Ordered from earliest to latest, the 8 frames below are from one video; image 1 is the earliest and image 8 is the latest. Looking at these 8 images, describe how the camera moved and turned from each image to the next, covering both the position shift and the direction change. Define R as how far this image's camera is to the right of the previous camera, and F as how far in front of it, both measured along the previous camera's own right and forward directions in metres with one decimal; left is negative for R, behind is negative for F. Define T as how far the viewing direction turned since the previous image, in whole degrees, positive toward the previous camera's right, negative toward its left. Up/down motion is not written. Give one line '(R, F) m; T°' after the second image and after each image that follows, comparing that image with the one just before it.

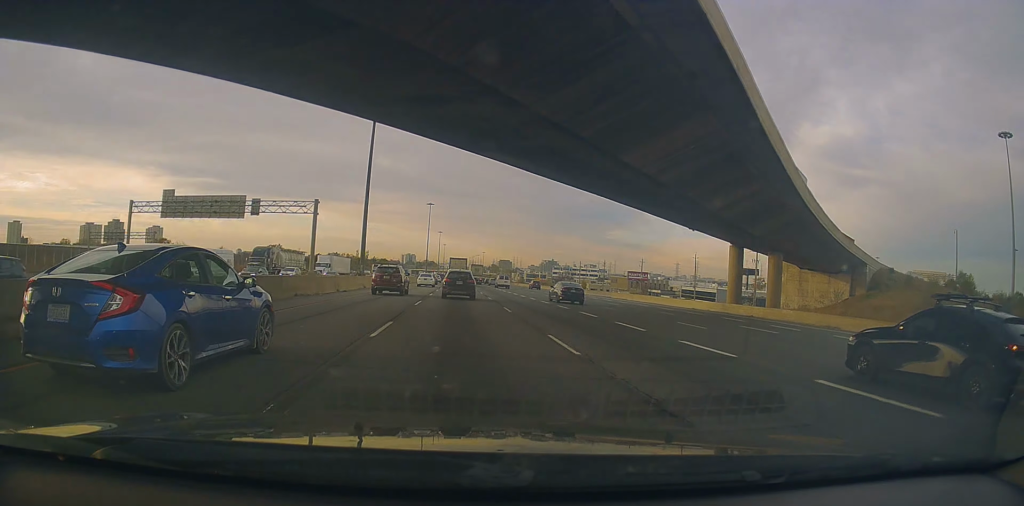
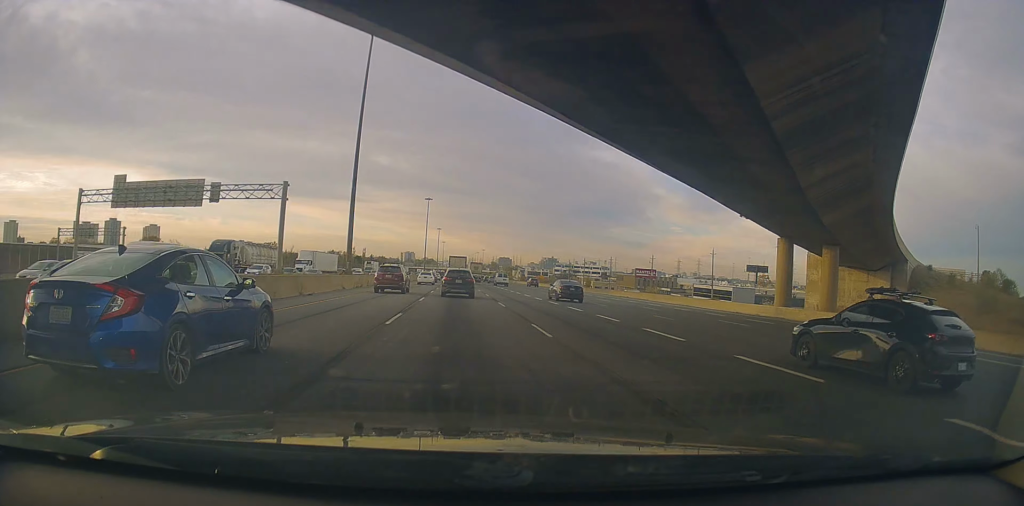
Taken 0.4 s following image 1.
(+0.1, +9.3) m; 0°
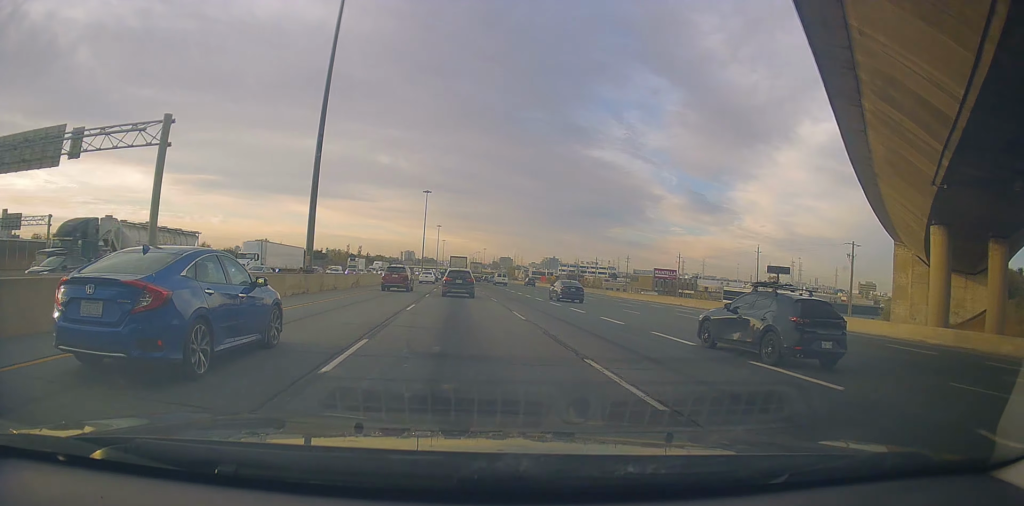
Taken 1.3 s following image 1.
(-0.2, +18.7) m; -1°
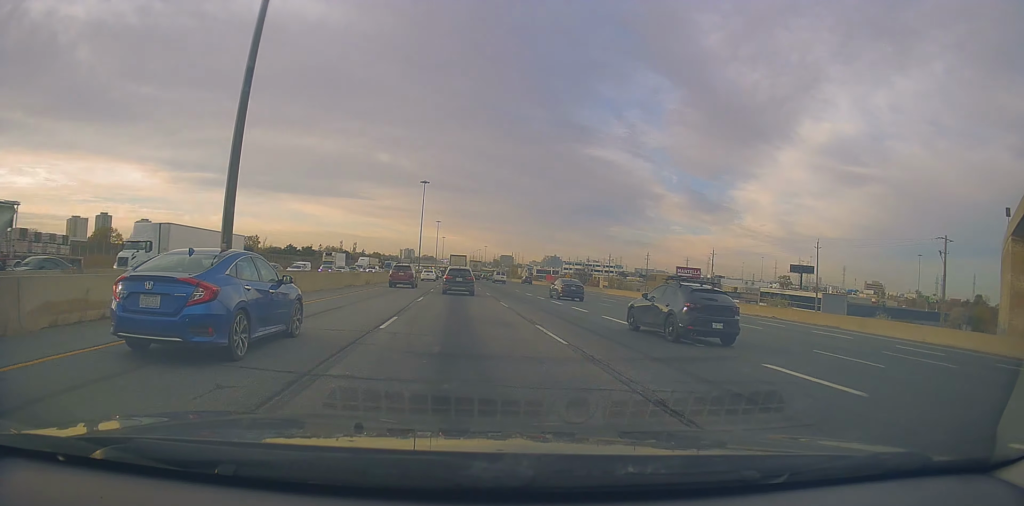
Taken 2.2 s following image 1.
(-0.1, +18.6) m; 0°
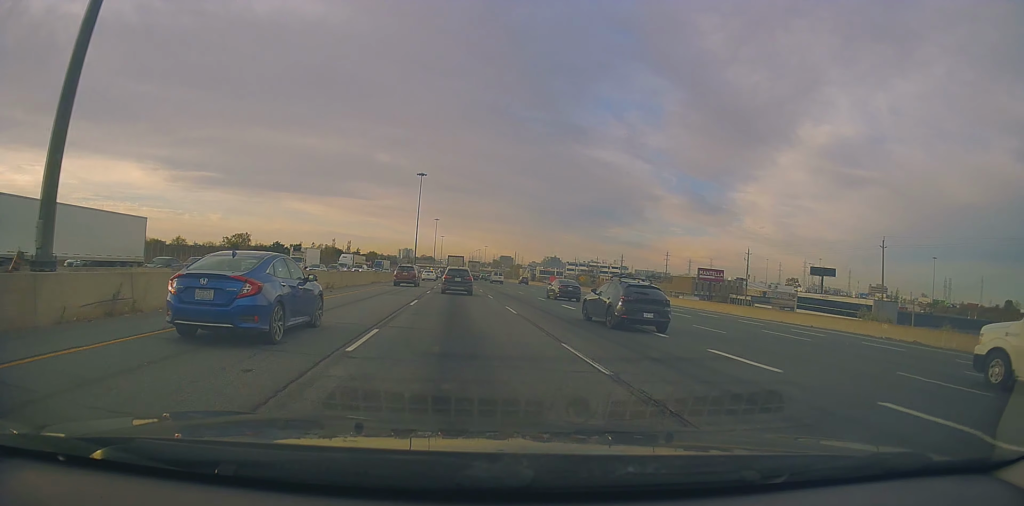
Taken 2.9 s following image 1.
(0.0, +15.2) m; 0°
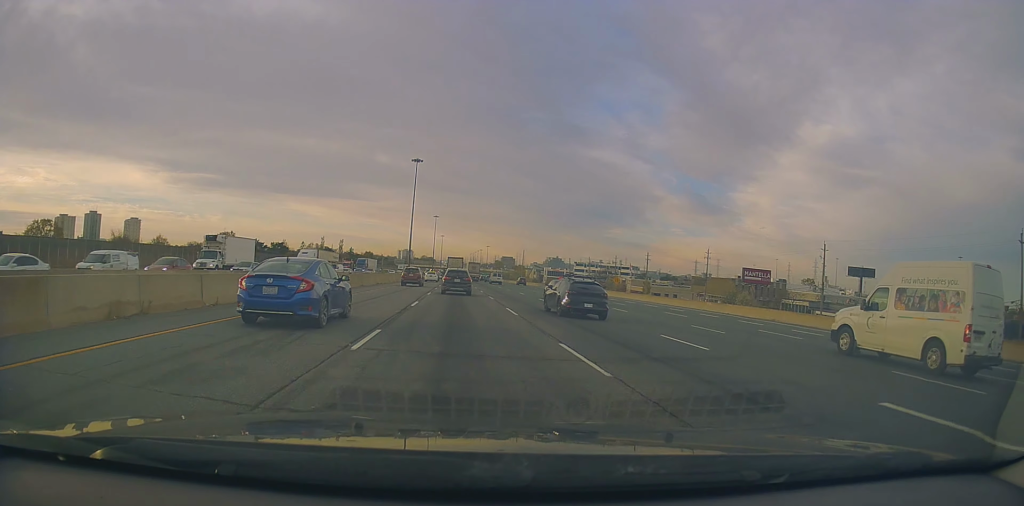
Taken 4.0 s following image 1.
(0.0, +23.7) m; 0°
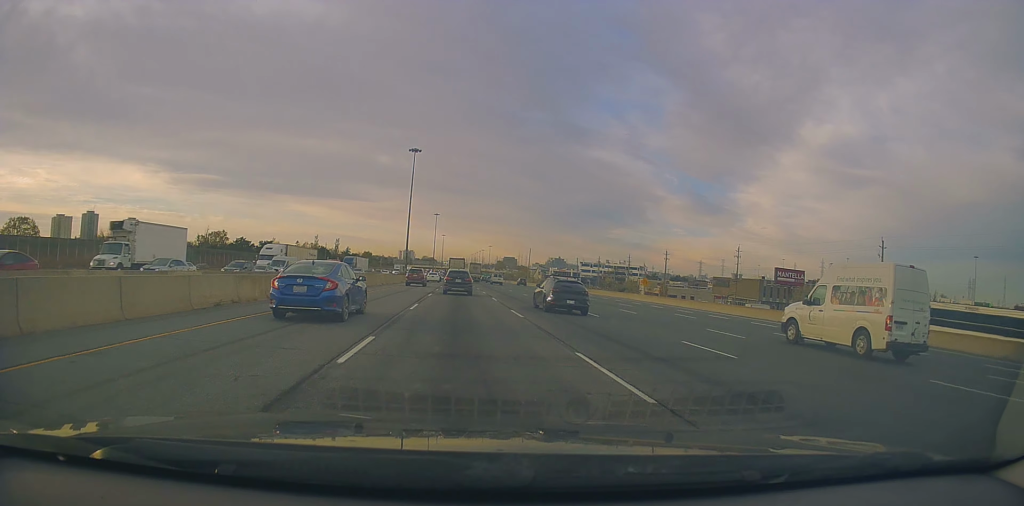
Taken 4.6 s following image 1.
(-0.1, +12.6) m; +1°
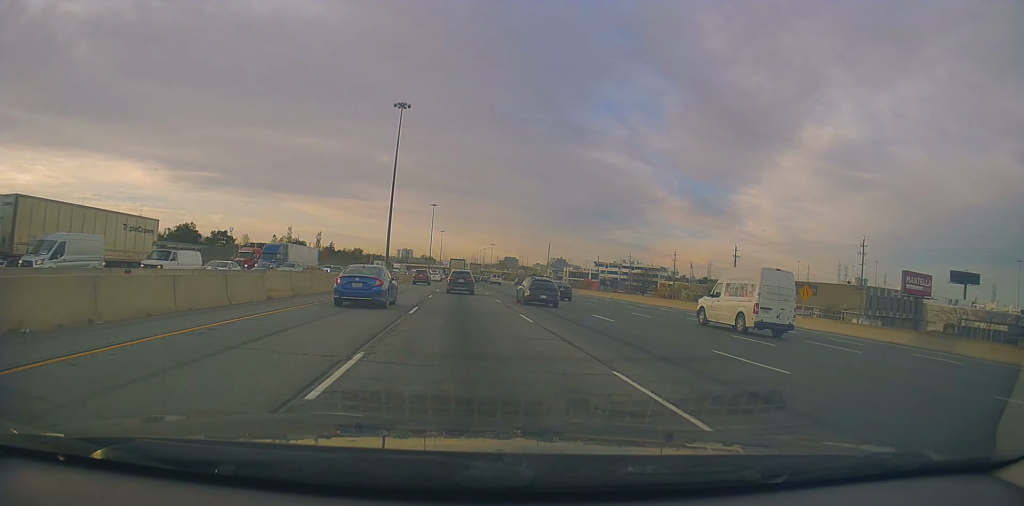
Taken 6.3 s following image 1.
(+0.1, +37.6) m; -1°
